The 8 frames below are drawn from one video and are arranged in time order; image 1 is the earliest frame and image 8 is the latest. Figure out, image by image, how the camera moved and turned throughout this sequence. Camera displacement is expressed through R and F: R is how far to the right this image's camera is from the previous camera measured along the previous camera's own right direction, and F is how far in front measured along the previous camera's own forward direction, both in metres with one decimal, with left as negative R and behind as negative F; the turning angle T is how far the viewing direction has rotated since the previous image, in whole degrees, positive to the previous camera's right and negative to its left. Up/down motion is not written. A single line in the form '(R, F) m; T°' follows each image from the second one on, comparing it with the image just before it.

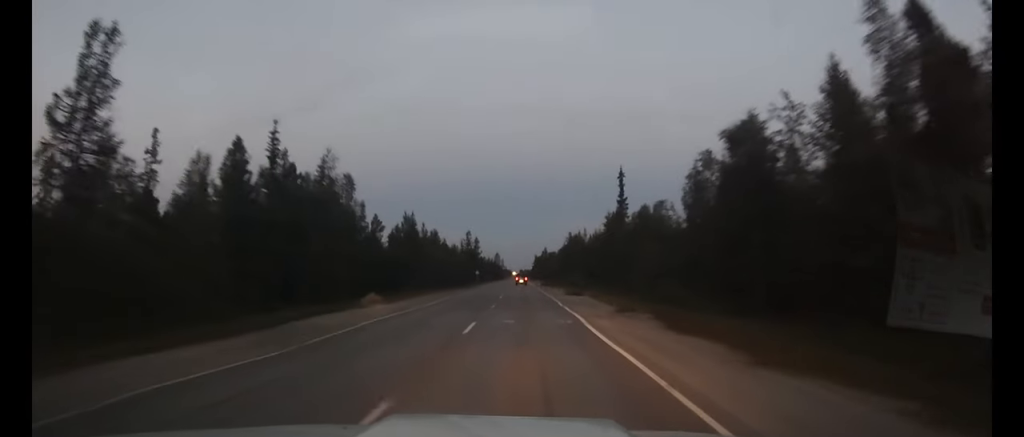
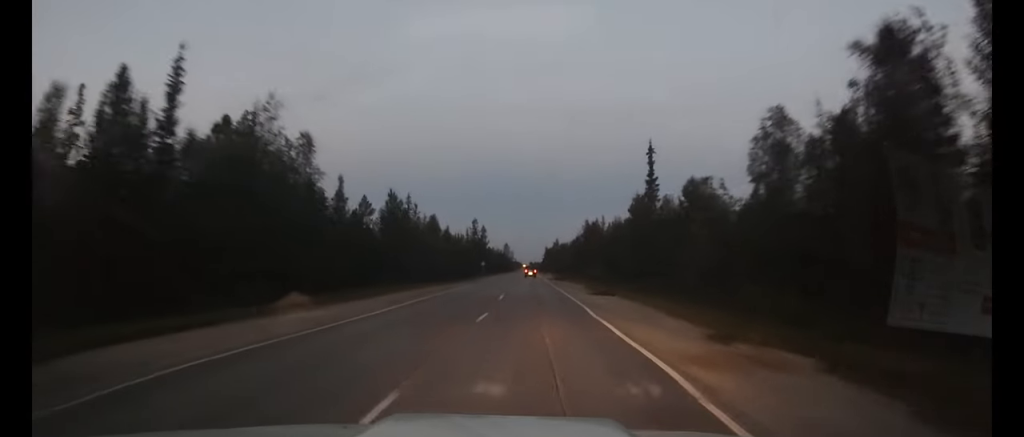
(-0.1, +11.8) m; -1°
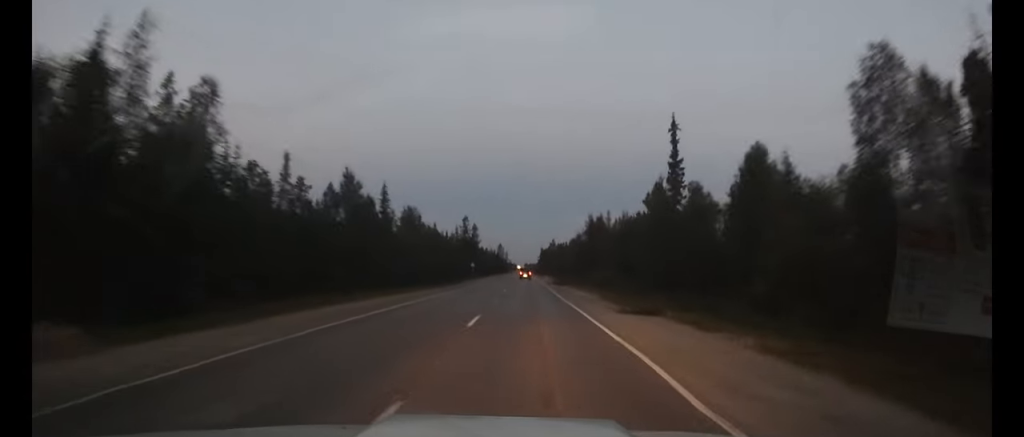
(-0.1, +12.4) m; -1°
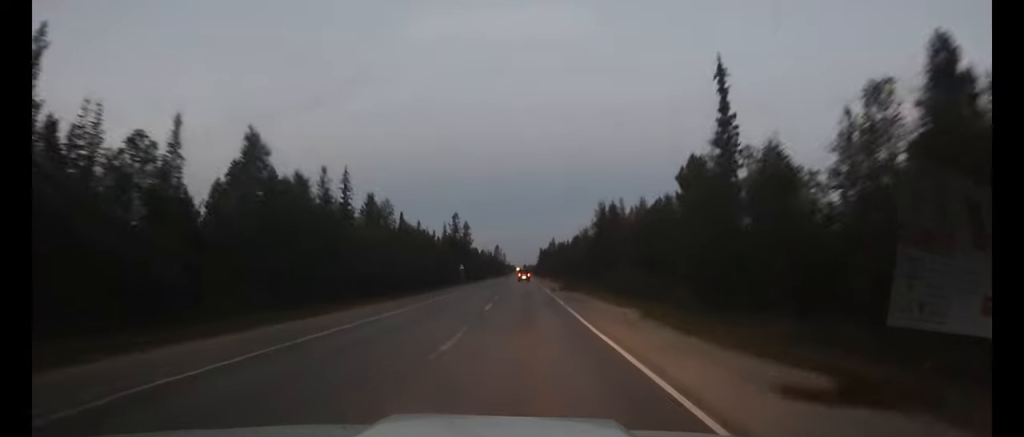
(-0.1, +15.4) m; 0°
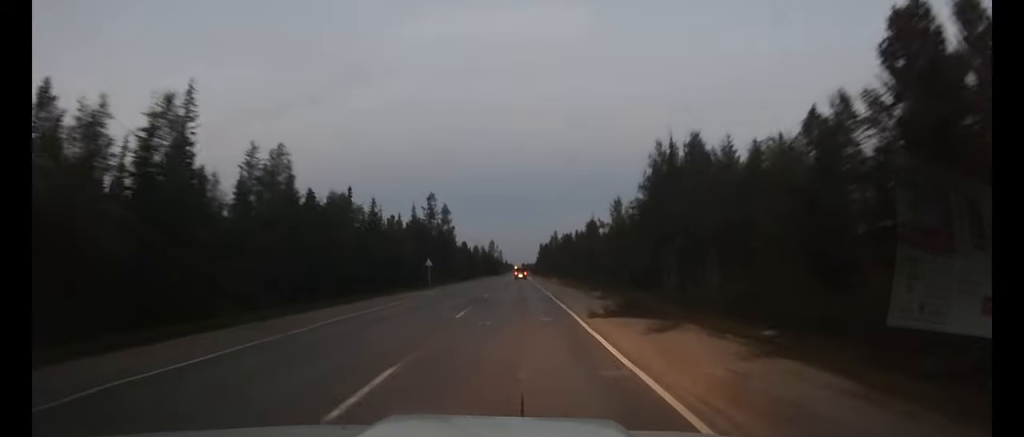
(0.0, +30.6) m; 0°
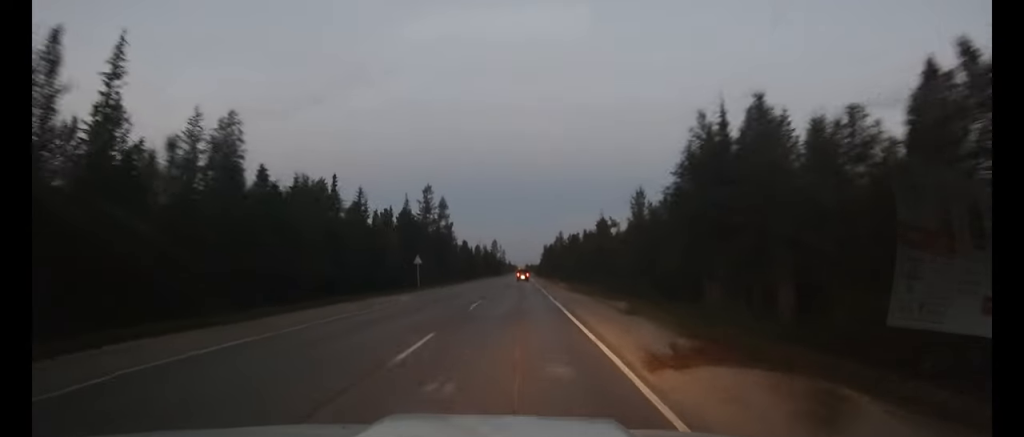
(0.0, +8.2) m; 0°
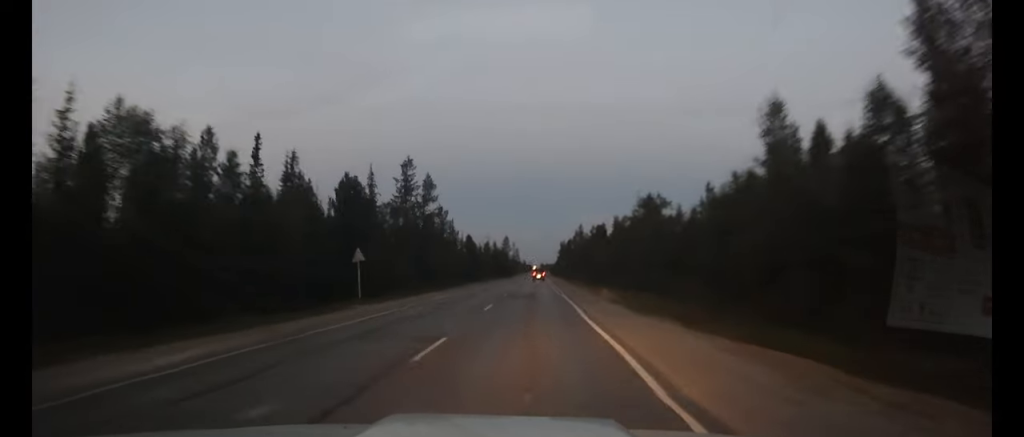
(0.0, +23.9) m; -1°
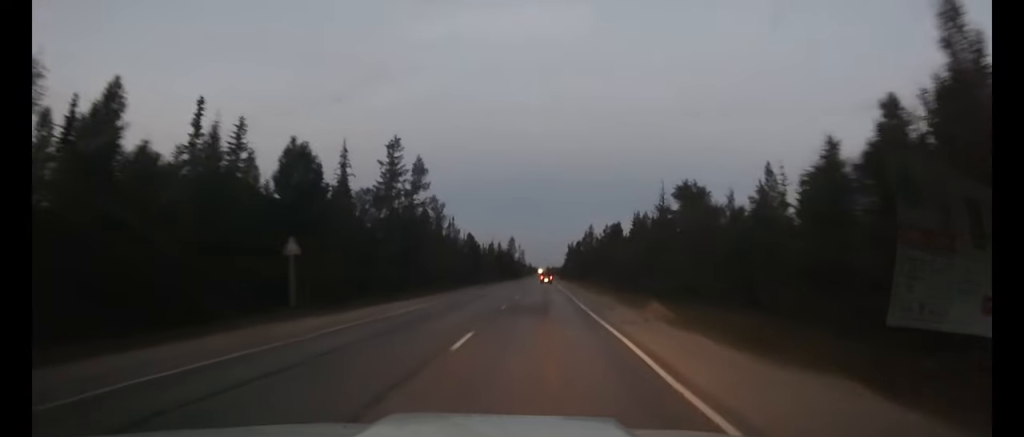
(-0.1, +10.9) m; 0°
